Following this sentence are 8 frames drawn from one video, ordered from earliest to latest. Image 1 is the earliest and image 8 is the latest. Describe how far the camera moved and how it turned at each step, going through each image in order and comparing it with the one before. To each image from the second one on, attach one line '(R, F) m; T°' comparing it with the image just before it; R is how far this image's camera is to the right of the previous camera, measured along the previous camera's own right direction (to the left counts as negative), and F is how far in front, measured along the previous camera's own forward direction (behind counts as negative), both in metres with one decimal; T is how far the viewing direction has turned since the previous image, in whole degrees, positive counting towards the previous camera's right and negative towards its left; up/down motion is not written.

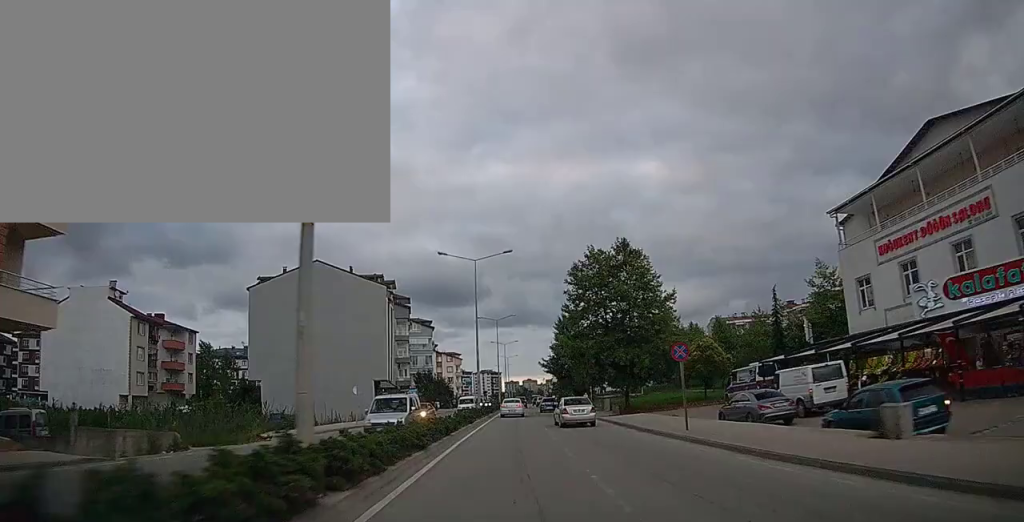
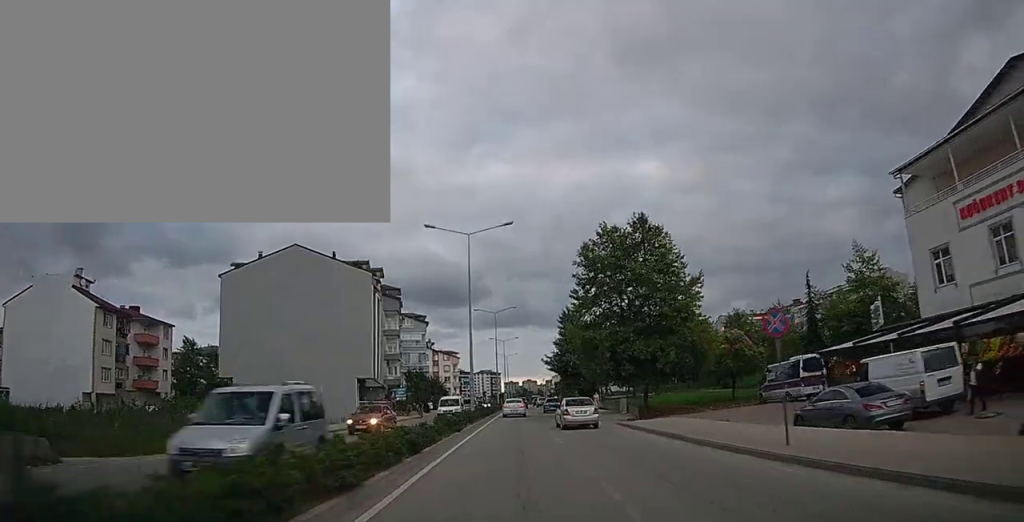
(-0.1, +6.8) m; 0°
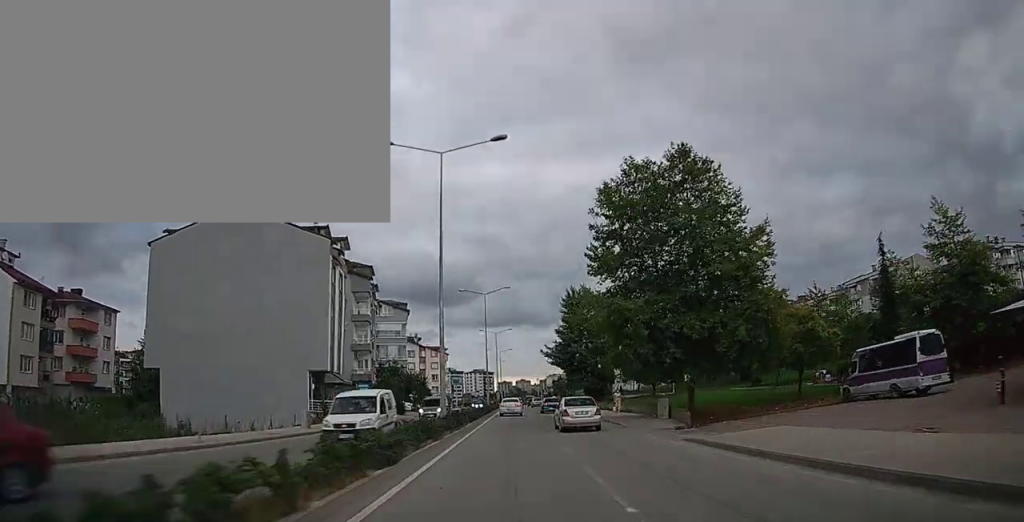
(0.0, +12.0) m; 0°
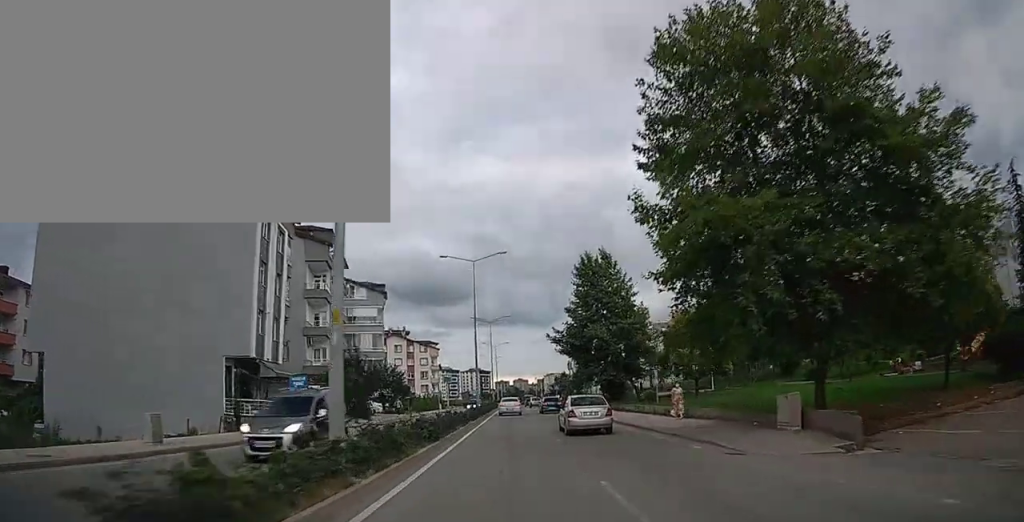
(0.0, +13.2) m; +1°
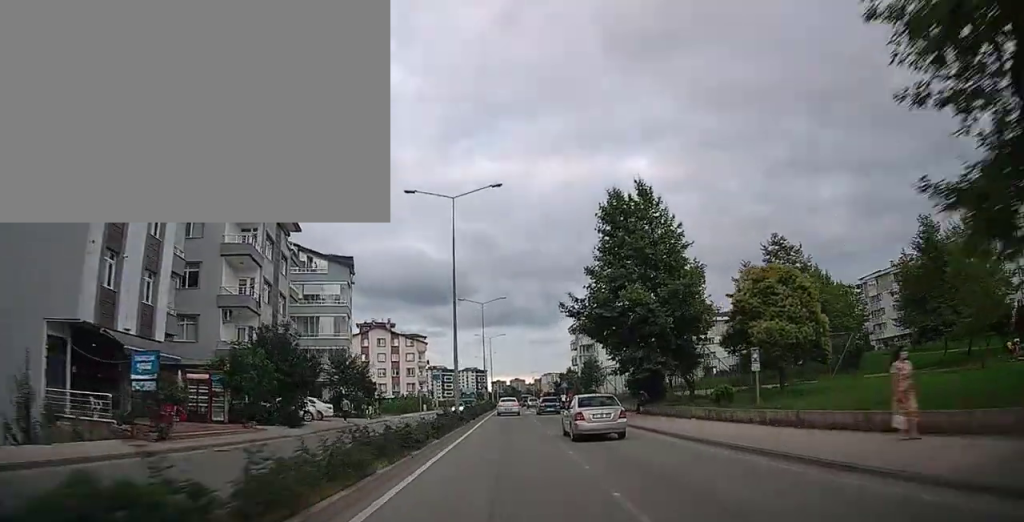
(+0.1, +13.9) m; +1°
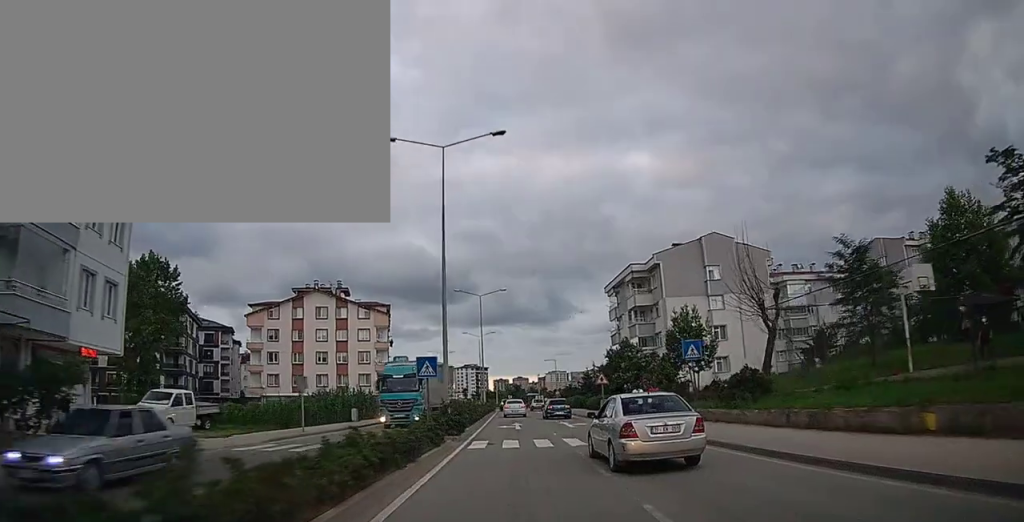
(+0.5, +38.7) m; 0°
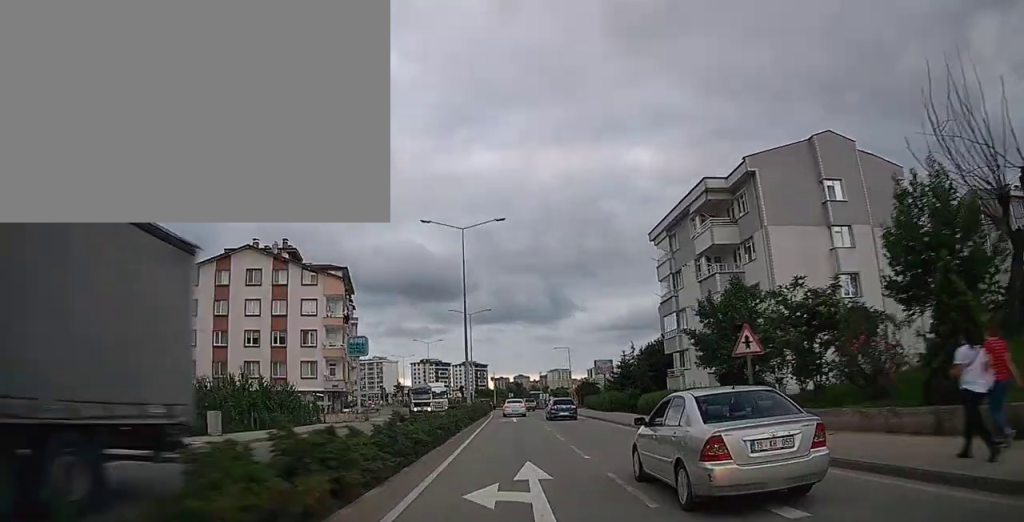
(-0.1, +21.8) m; -1°
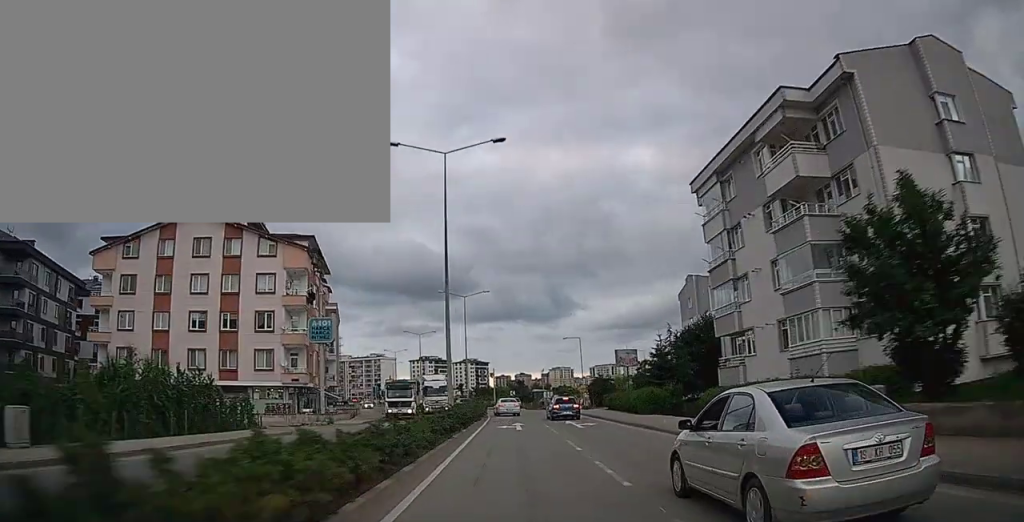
(-0.1, +10.8) m; 0°
